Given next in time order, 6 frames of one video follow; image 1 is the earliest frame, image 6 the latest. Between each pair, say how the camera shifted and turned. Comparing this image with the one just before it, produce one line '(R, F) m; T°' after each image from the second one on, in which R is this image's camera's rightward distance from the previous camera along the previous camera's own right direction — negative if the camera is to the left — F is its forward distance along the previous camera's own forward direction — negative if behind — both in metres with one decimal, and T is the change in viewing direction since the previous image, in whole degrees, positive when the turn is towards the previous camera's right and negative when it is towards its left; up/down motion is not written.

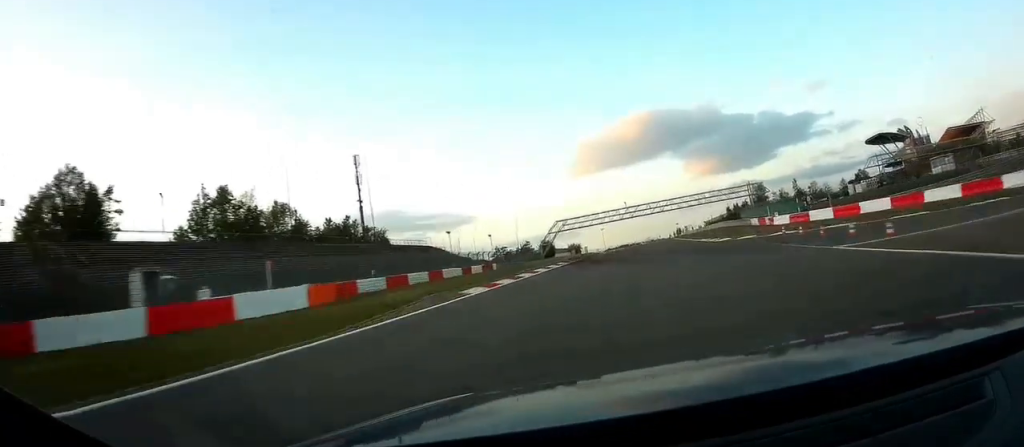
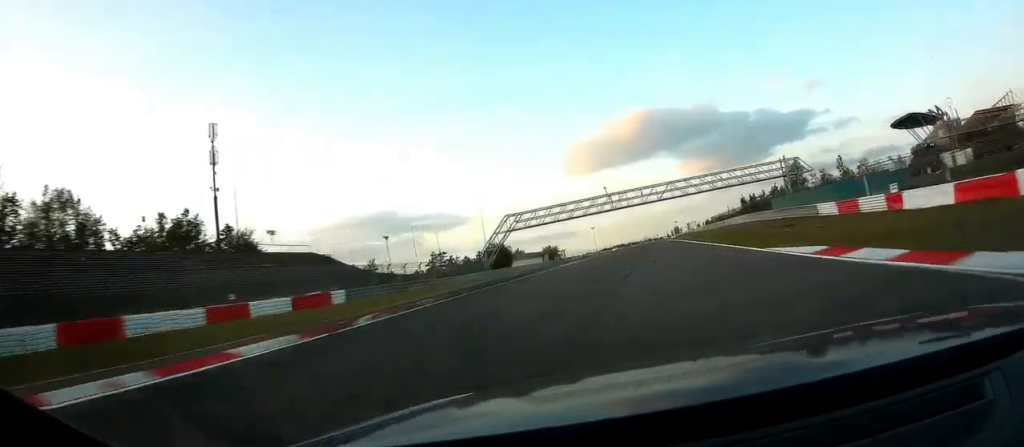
(-0.3, +37.0) m; 0°
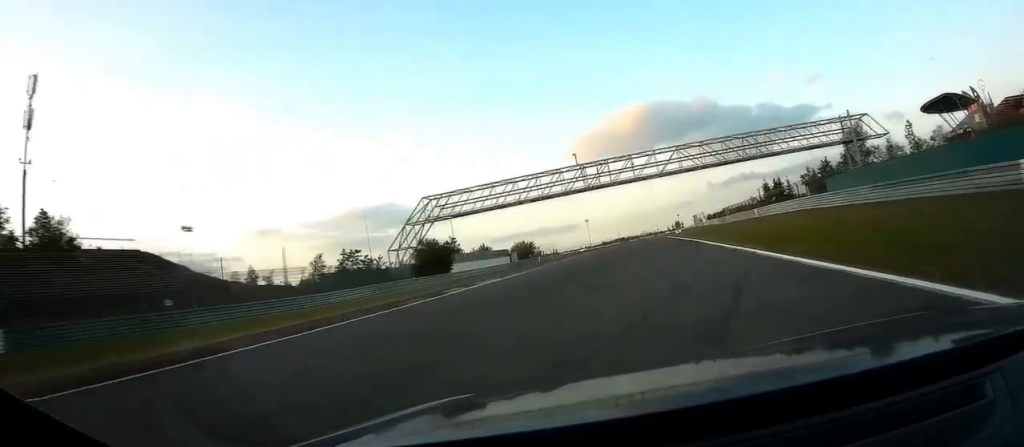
(0.0, +27.0) m; 0°
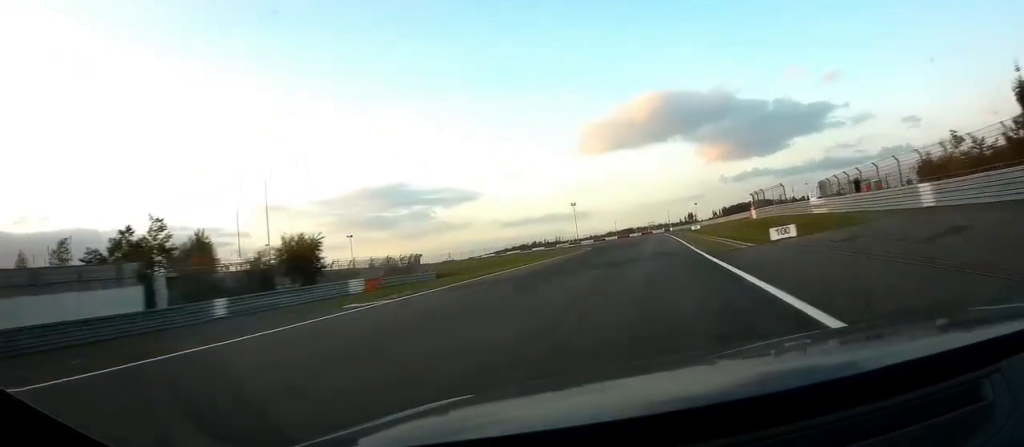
(-0.1, +71.7) m; -1°
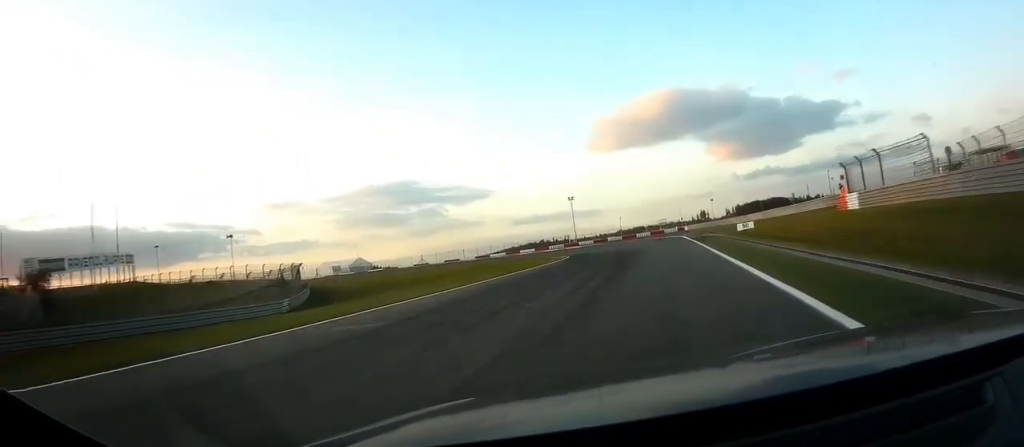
(-0.1, +27.8) m; -2°
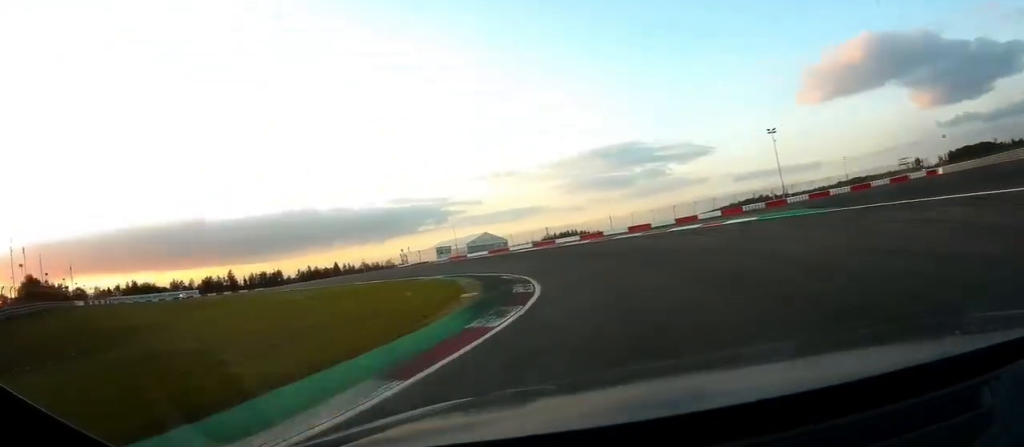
(-5.6, +61.8) m; -12°
